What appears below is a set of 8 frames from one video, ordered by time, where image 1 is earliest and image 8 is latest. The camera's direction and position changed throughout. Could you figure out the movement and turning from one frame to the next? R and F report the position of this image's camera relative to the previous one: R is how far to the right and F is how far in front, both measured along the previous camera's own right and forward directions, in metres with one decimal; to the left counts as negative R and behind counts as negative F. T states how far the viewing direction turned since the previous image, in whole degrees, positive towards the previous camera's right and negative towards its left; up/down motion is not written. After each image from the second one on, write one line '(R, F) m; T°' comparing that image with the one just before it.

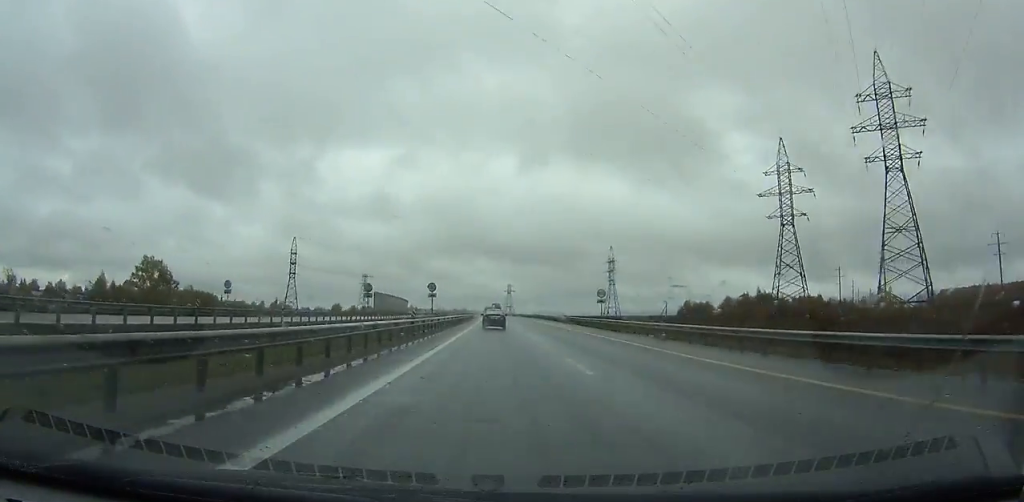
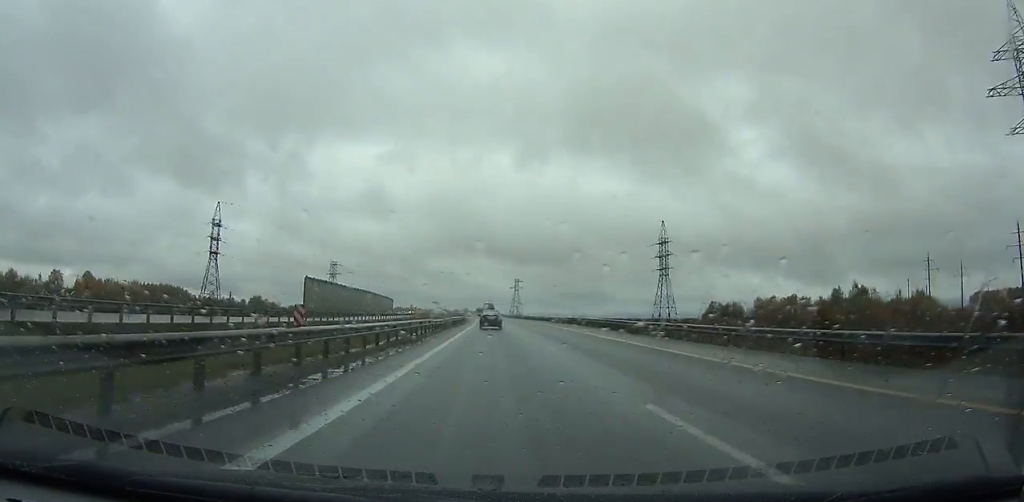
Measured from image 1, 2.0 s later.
(-0.1, +55.3) m; -1°
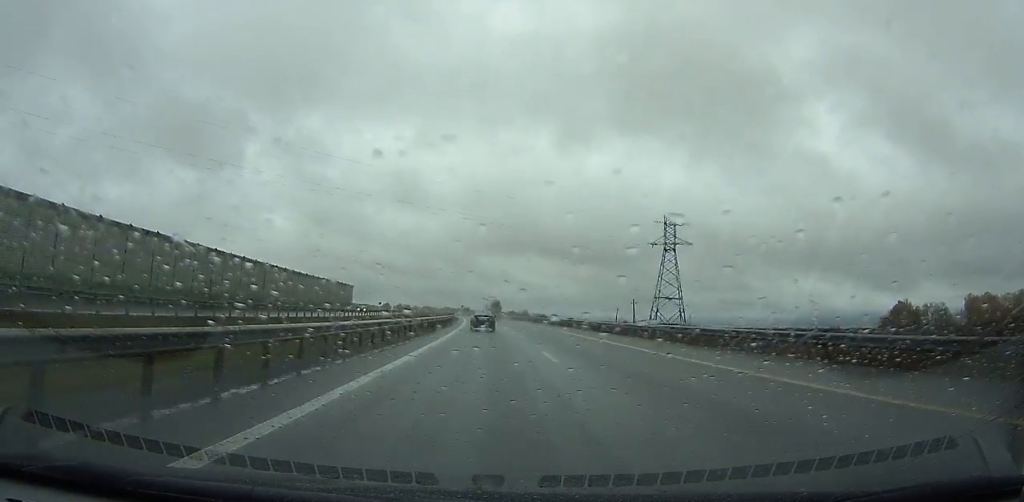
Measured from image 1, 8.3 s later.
(-5.8, +179.2) m; -5°
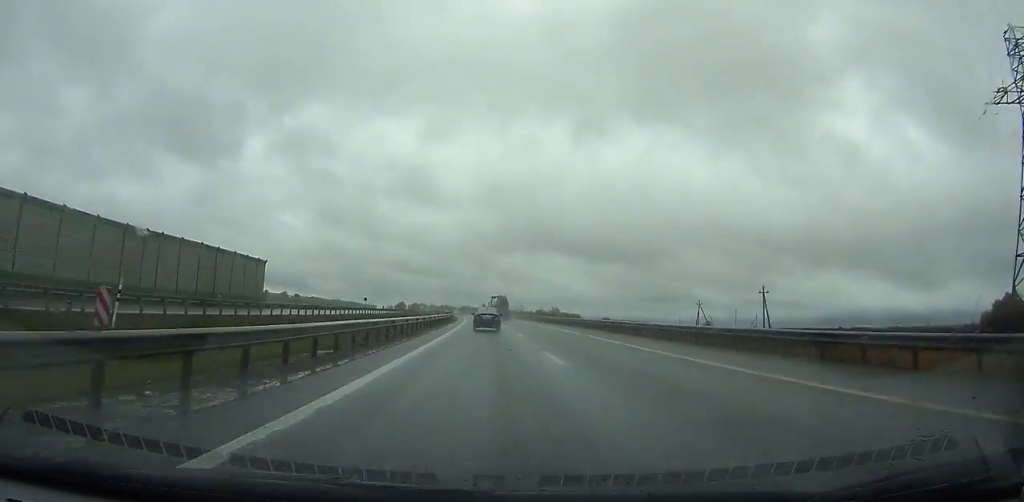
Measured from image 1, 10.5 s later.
(-1.4, +63.8) m; -3°
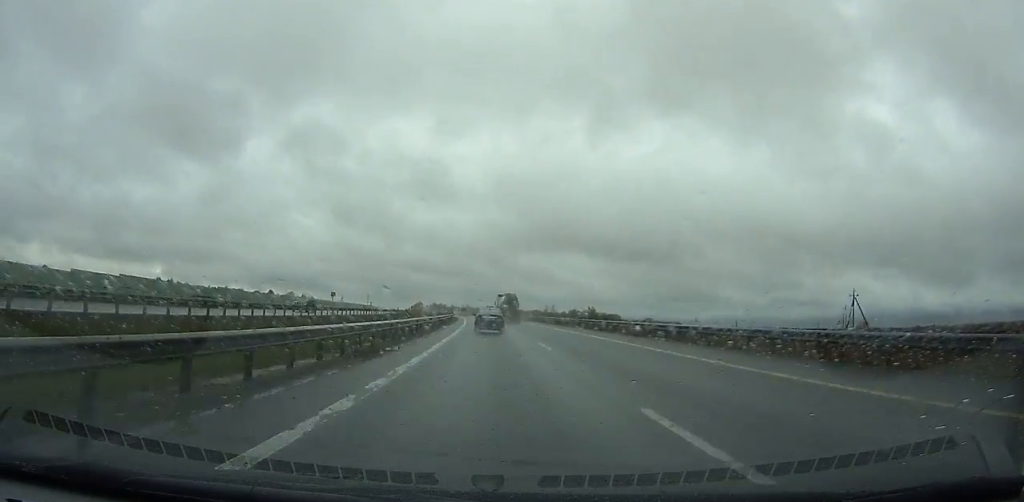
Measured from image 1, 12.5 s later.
(-0.8, +58.1) m; -2°
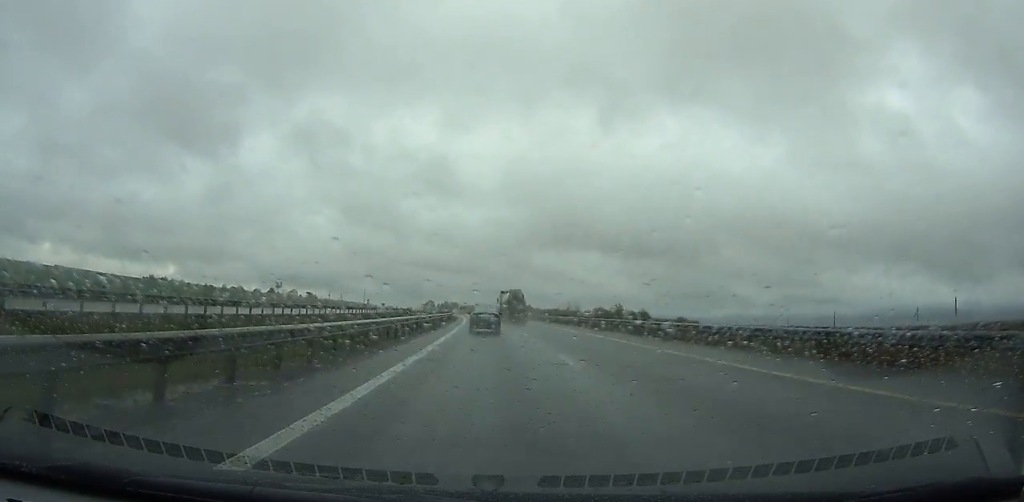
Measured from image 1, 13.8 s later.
(-1.1, +37.4) m; -2°
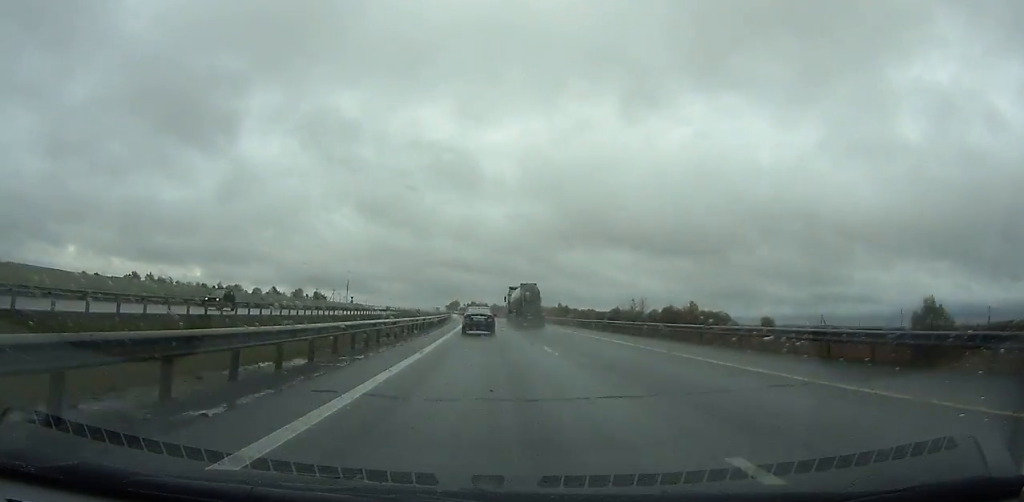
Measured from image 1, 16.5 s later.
(-2.0, +77.4) m; -3°
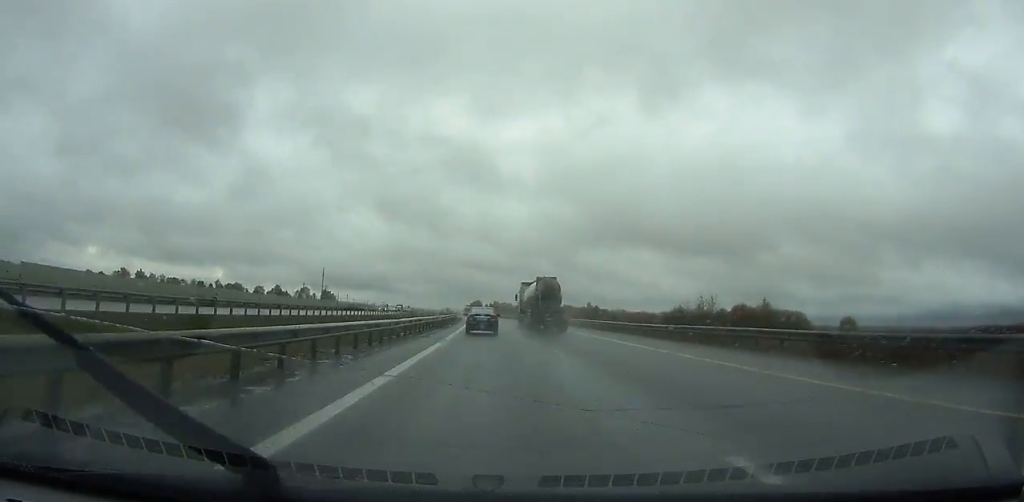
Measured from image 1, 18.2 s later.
(-0.5, +48.3) m; -2°
